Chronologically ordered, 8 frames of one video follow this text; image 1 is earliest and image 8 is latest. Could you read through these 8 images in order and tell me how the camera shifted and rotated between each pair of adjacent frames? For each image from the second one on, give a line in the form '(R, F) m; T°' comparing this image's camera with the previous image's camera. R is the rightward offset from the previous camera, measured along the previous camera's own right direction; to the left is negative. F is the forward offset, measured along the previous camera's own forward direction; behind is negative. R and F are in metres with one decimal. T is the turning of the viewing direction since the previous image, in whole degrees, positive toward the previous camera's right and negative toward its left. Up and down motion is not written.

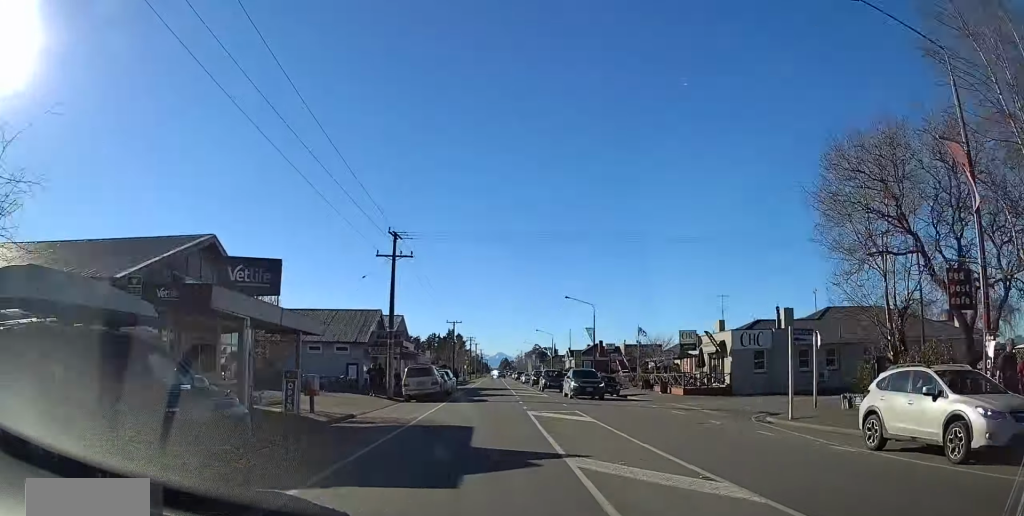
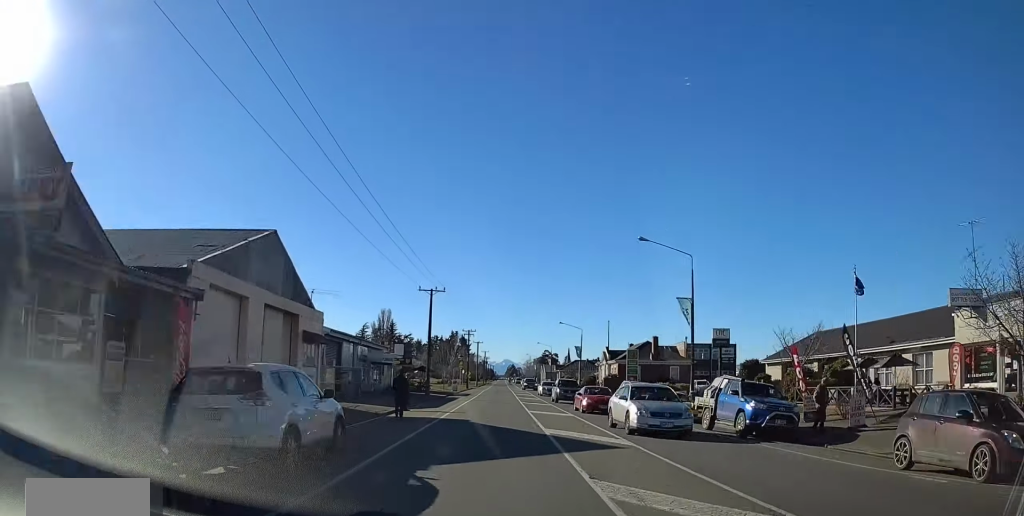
(-0.1, +43.7) m; -1°
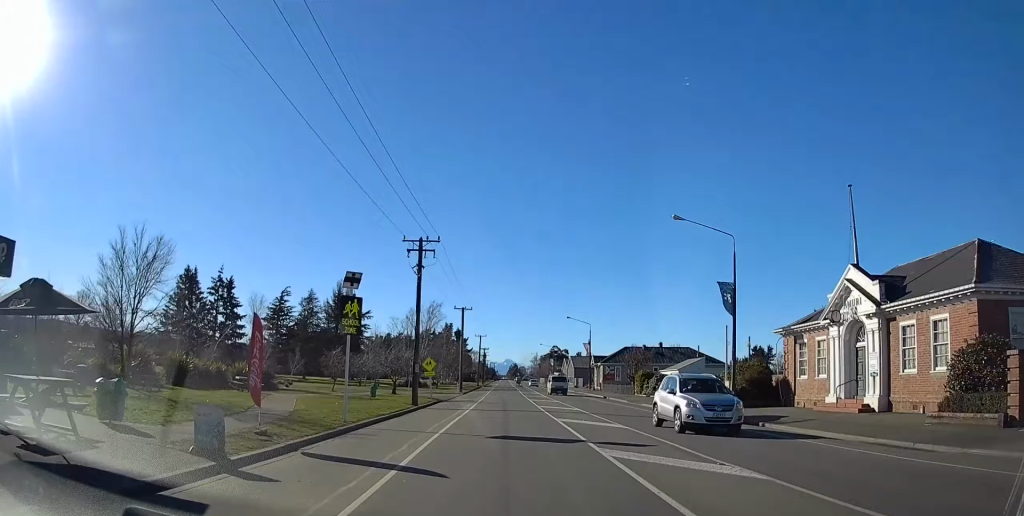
(-0.7, +69.3) m; 0°
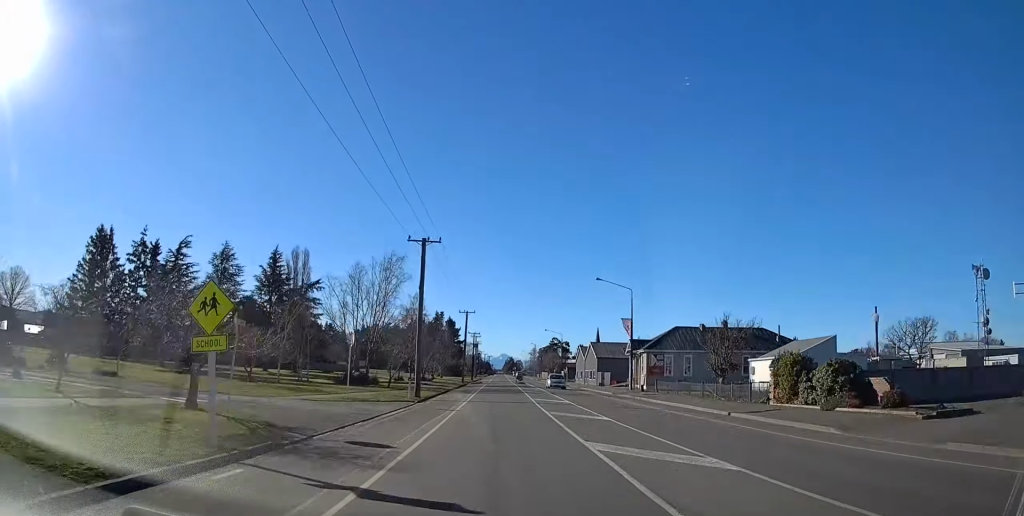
(+0.2, +32.5) m; 0°
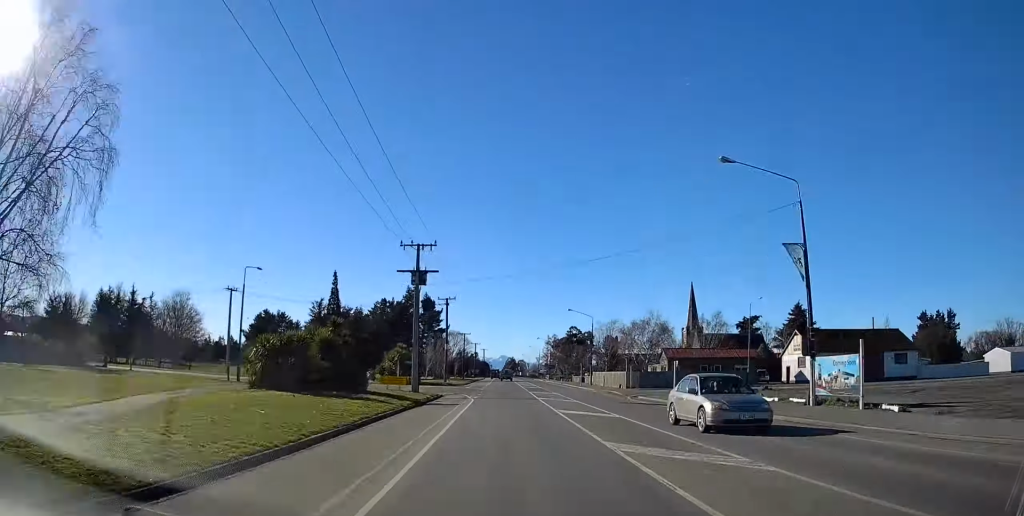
(-0.3, +101.4) m; 0°
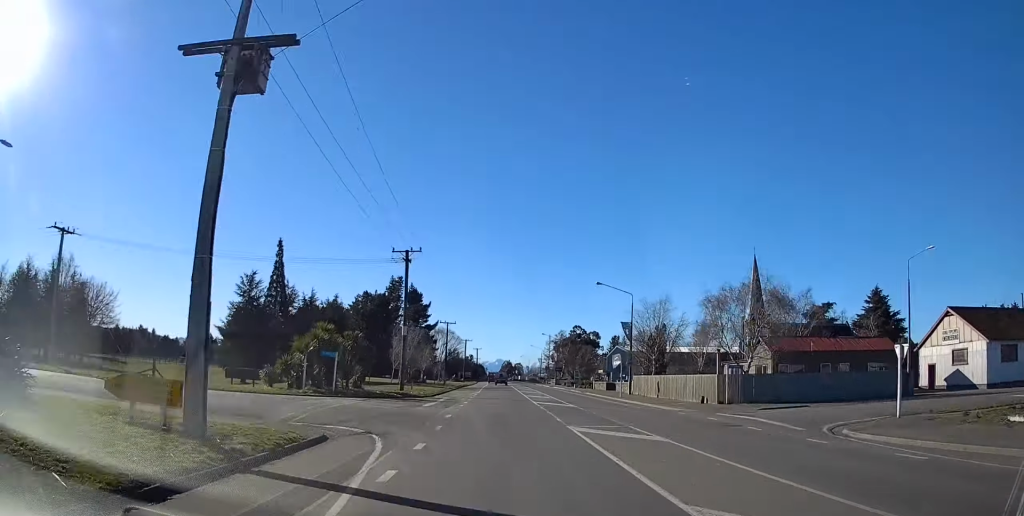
(0.0, +30.9) m; 0°
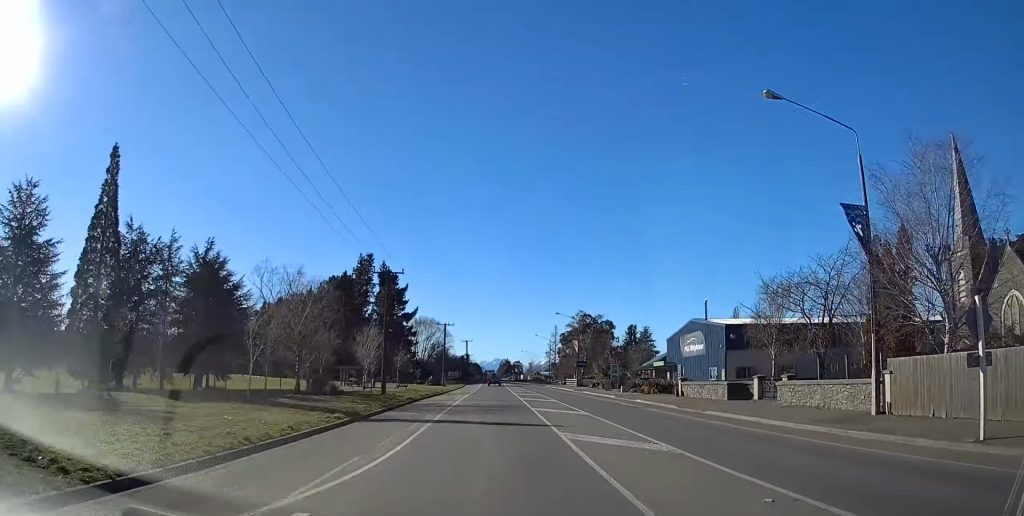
(+0.1, +44.6) m; 0°
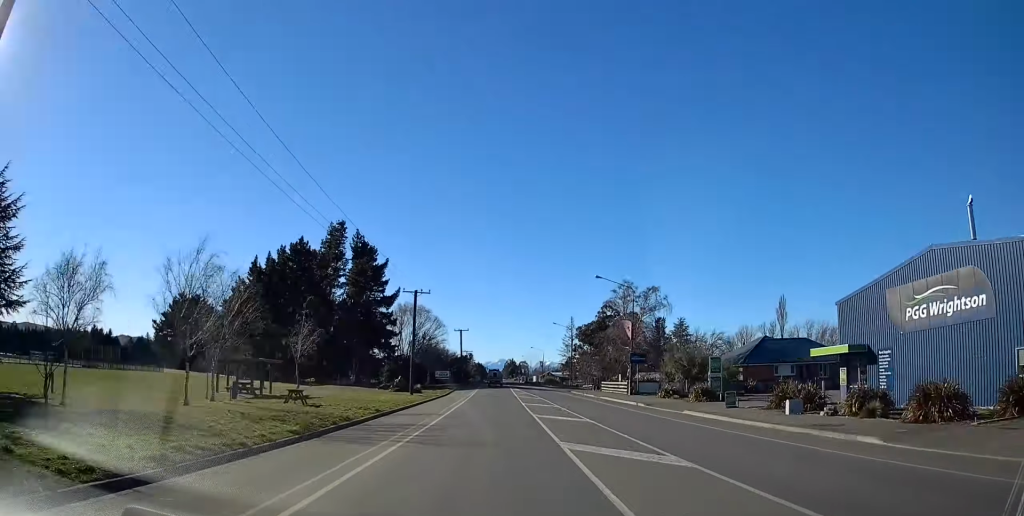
(+0.3, +37.0) m; 0°
